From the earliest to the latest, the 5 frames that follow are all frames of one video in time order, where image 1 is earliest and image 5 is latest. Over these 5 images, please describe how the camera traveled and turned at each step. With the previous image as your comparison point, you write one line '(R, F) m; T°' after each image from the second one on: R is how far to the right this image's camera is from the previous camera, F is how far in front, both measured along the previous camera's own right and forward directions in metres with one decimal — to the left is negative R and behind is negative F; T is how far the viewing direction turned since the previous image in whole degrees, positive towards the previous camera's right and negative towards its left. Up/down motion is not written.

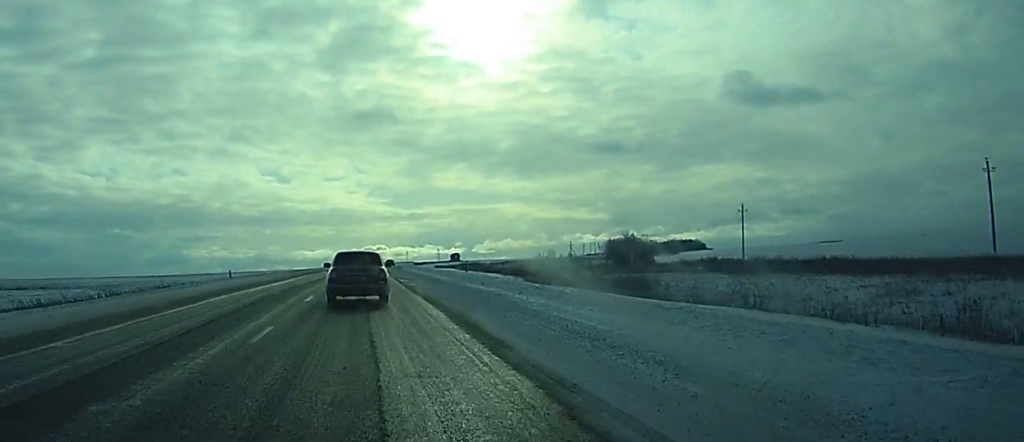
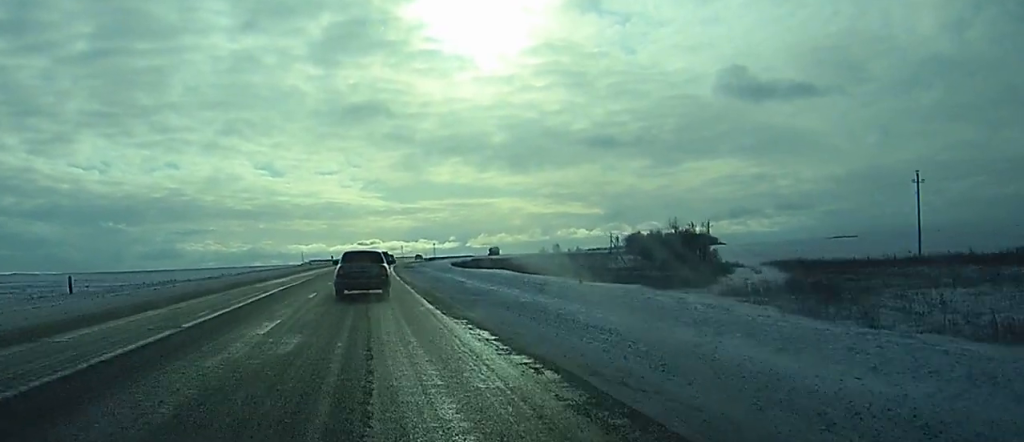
(+0.7, +43.3) m; +1°
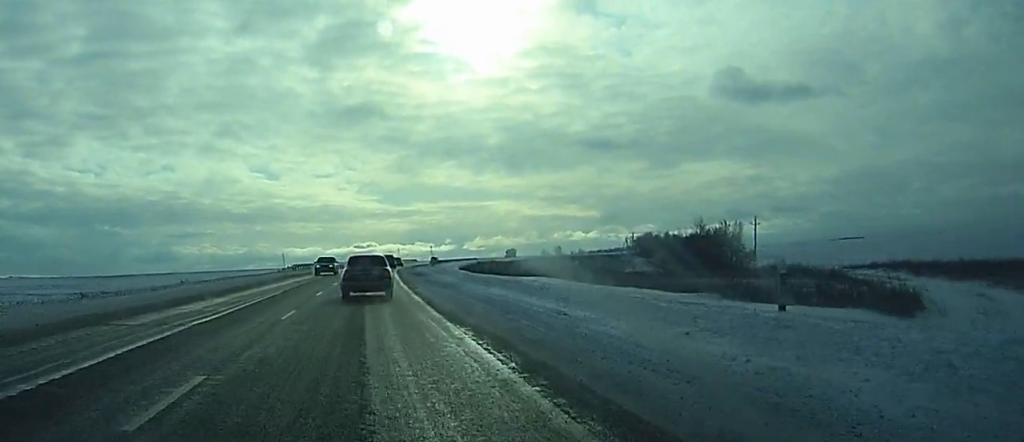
(-0.1, +19.0) m; 0°
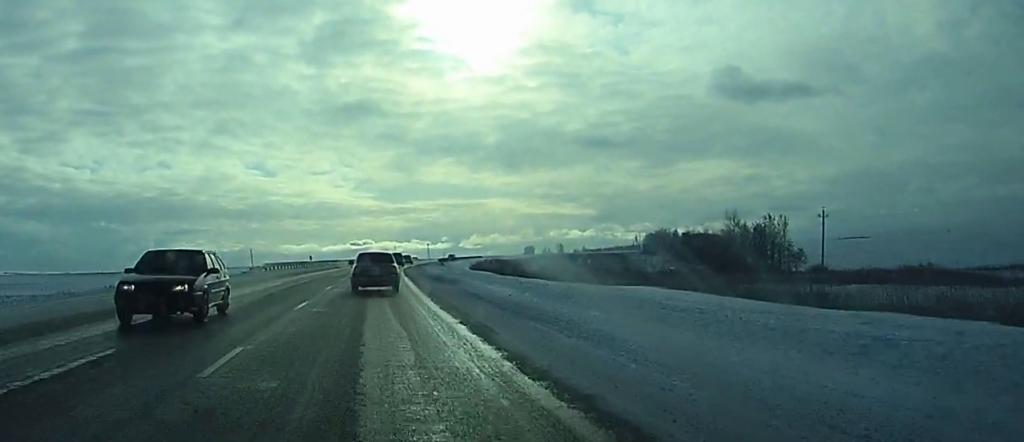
(+0.1, +20.4) m; 0°
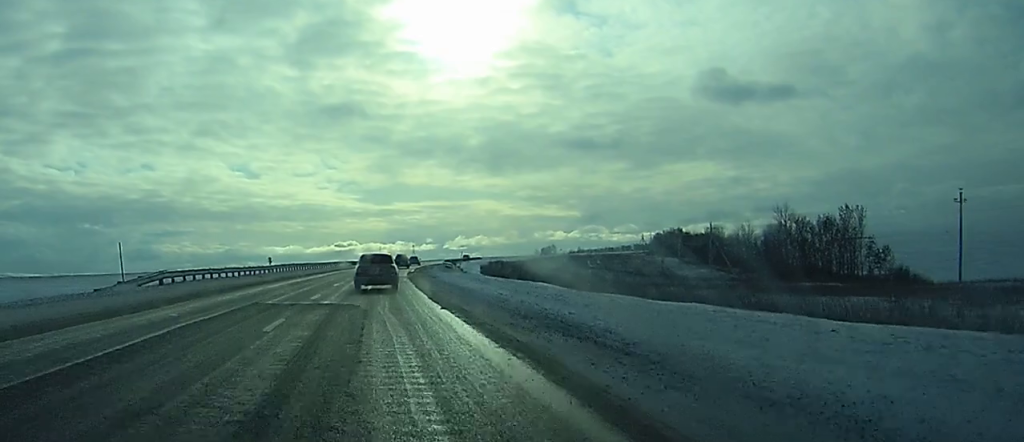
(-0.1, +29.4) m; 0°
